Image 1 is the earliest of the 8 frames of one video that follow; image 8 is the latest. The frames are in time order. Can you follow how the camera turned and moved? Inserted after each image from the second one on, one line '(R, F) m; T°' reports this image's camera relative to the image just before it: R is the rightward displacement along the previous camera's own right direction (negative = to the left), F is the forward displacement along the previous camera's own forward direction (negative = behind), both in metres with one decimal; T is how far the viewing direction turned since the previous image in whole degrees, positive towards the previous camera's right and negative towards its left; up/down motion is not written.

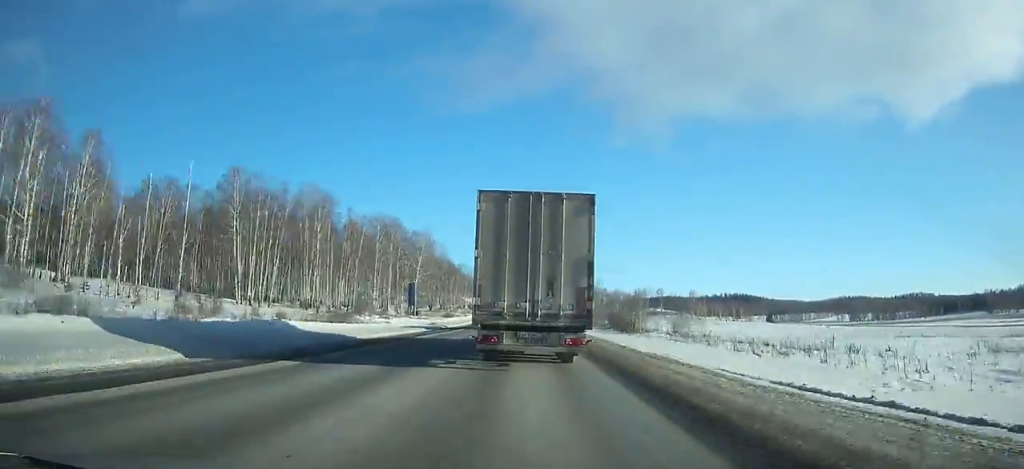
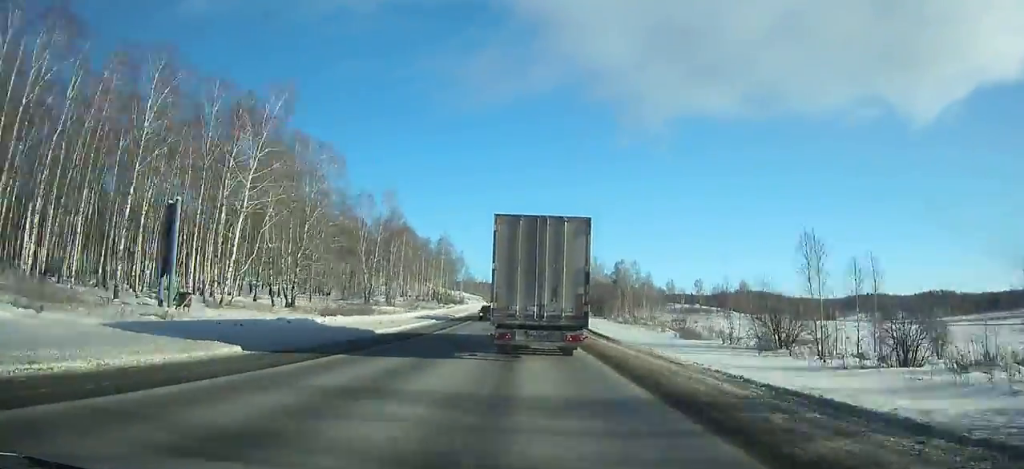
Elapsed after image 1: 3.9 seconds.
(-0.1, +71.6) m; 0°
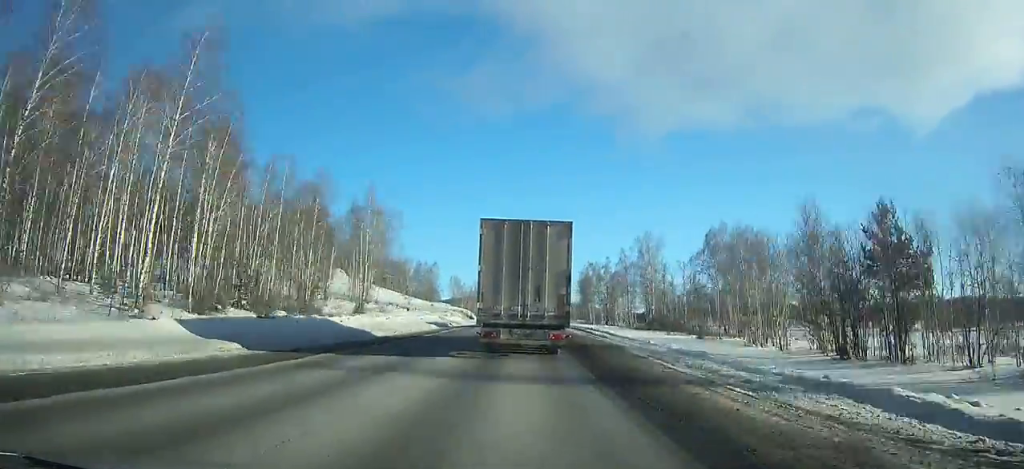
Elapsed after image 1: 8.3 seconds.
(-0.4, +80.5) m; -1°
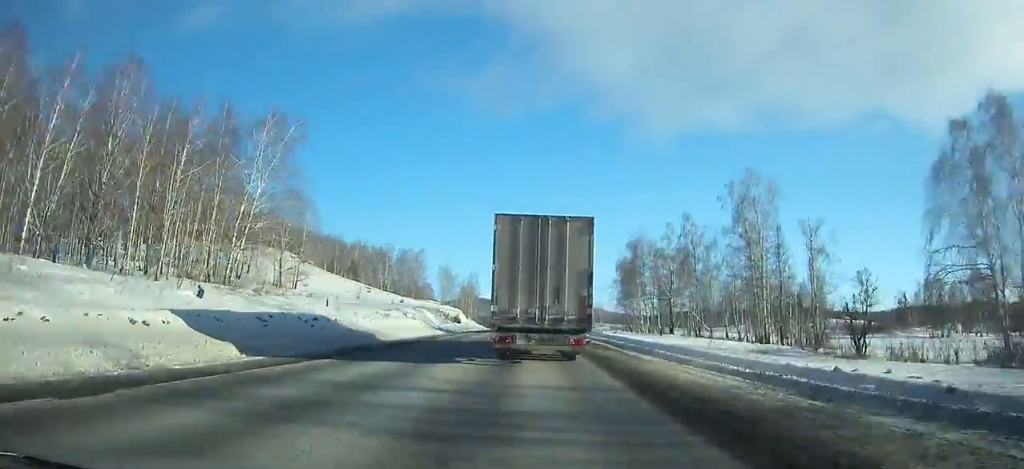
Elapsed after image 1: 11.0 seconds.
(-0.2, +49.3) m; 0°
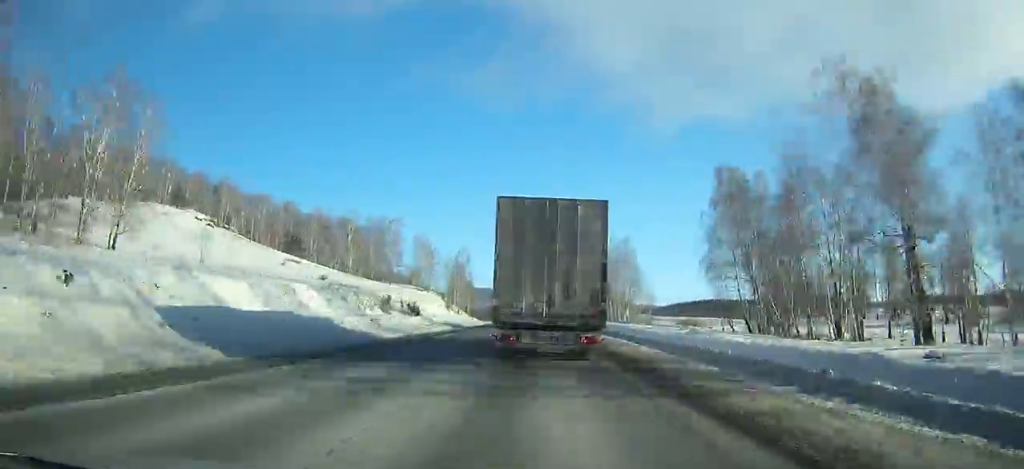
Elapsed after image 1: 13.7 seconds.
(-0.1, +48.9) m; 0°
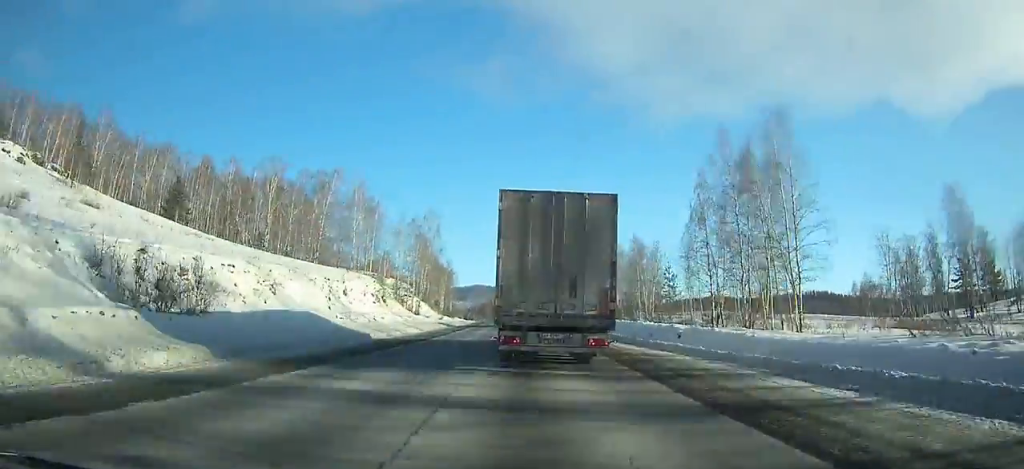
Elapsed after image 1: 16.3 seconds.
(-0.2, +46.6) m; -1°
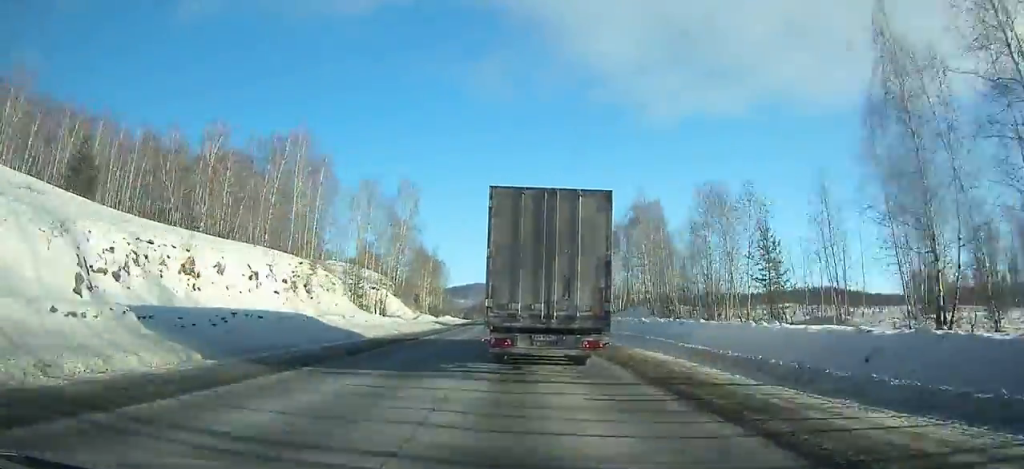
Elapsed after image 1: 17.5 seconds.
(-0.1, +21.3) m; 0°
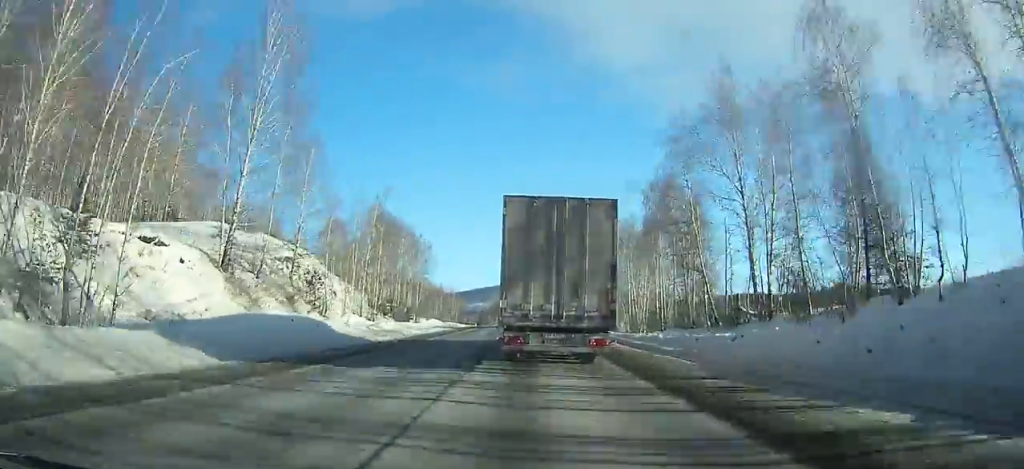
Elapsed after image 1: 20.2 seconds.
(-0.4, +47.9) m; -1°
